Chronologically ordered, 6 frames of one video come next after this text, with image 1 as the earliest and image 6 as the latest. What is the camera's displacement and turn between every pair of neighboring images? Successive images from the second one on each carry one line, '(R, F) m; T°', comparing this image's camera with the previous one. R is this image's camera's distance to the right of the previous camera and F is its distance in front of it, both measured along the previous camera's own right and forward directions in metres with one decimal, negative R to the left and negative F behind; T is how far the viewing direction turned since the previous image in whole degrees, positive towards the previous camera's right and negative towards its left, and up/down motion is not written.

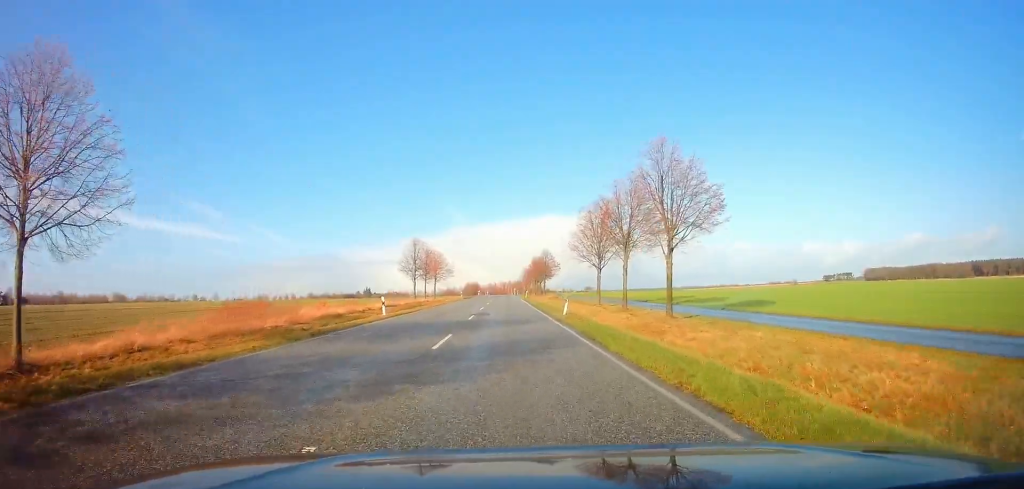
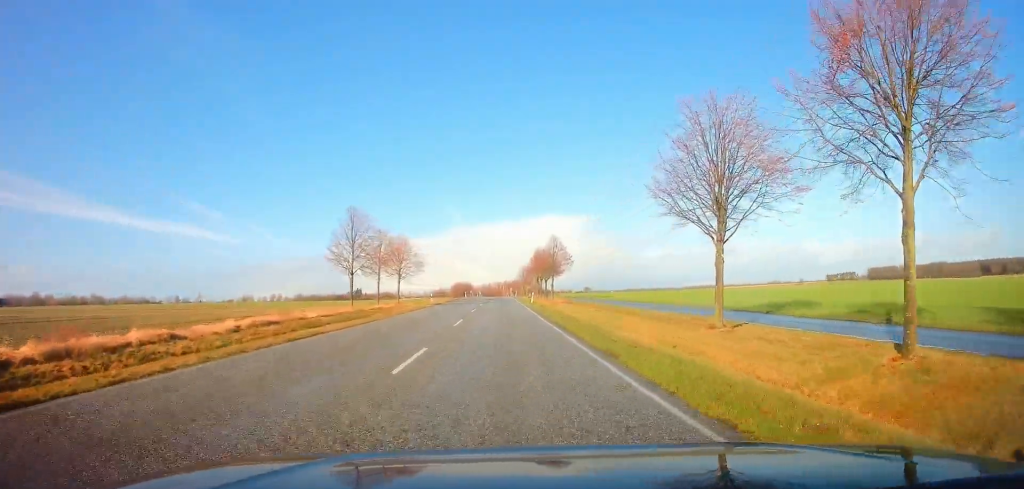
(+0.3, +27.3) m; +1°
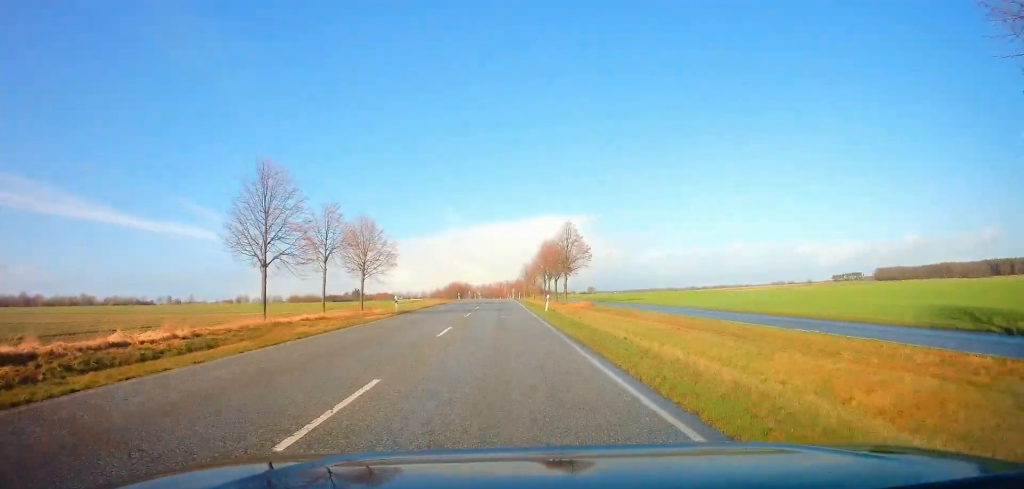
(+0.1, +16.4) m; 0°
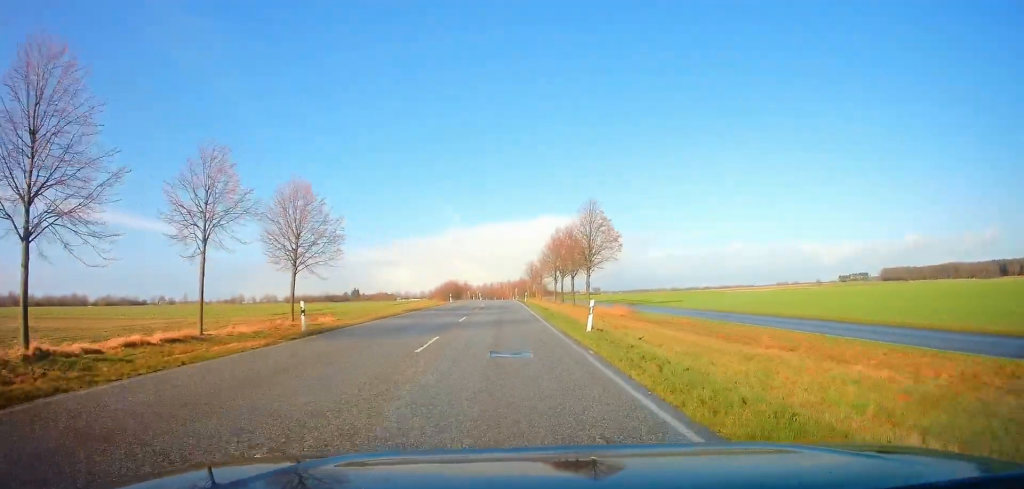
(-0.2, +16.0) m; -1°
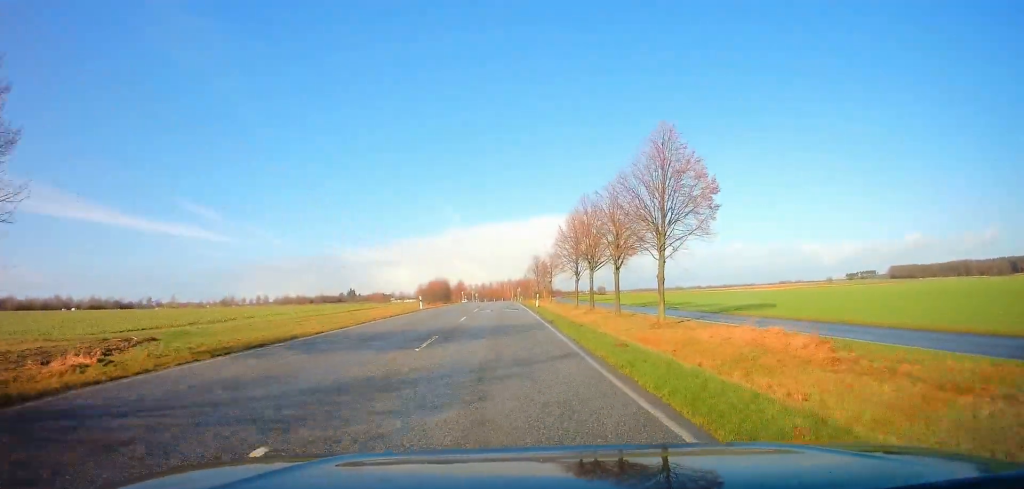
(0.0, +23.5) m; +1°
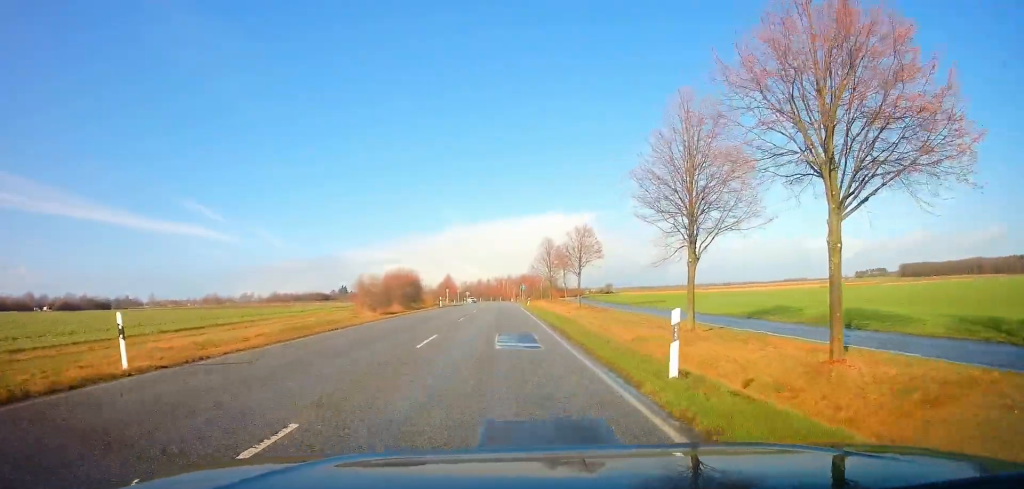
(0.0, +34.7) m; -1°
